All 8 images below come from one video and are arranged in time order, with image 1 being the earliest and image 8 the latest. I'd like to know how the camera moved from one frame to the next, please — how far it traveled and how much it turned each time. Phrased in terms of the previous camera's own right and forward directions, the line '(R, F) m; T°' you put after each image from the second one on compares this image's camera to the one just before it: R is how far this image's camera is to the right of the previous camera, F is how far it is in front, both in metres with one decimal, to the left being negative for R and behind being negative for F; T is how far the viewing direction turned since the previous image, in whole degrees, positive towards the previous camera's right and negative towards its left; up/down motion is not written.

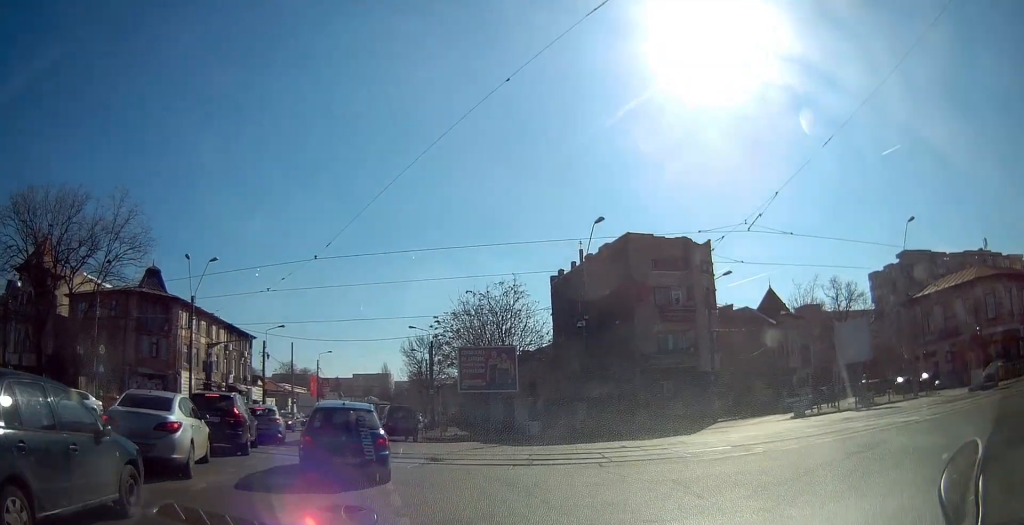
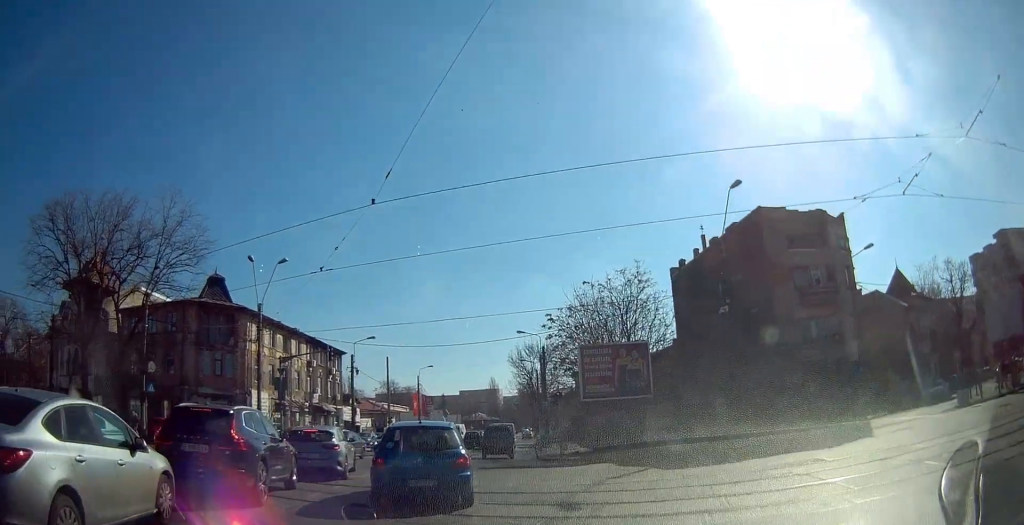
(-0.3, +6.0) m; -8°
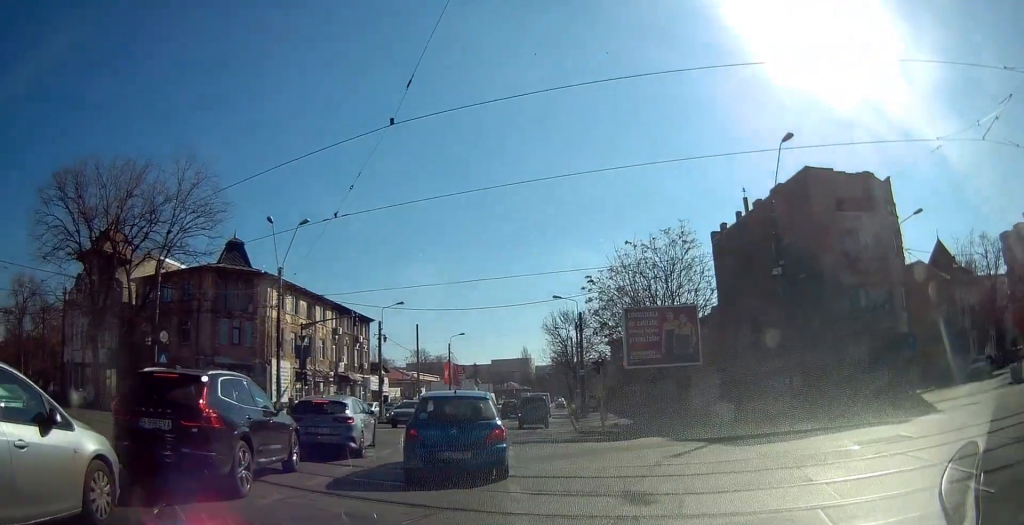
(0.0, +2.2) m; -3°
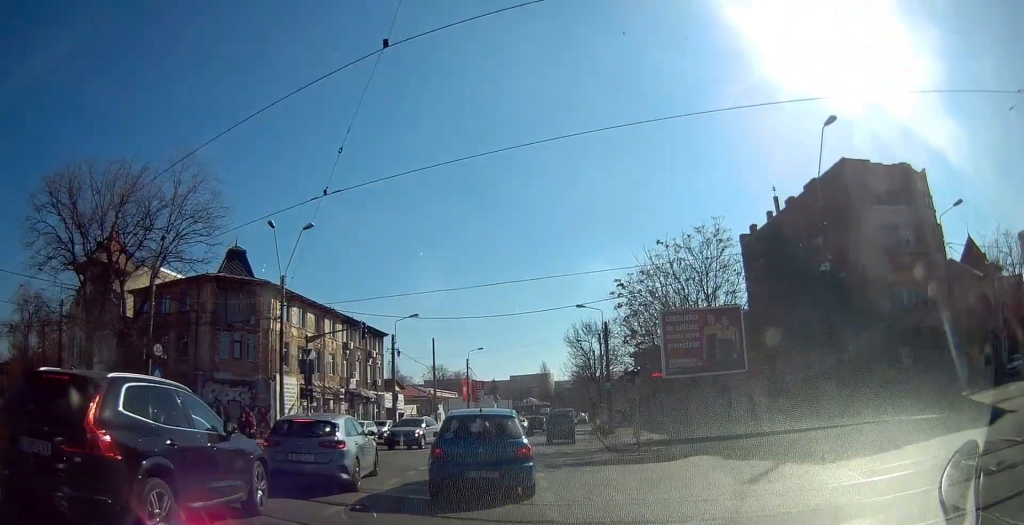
(-0.3, +2.9) m; -2°
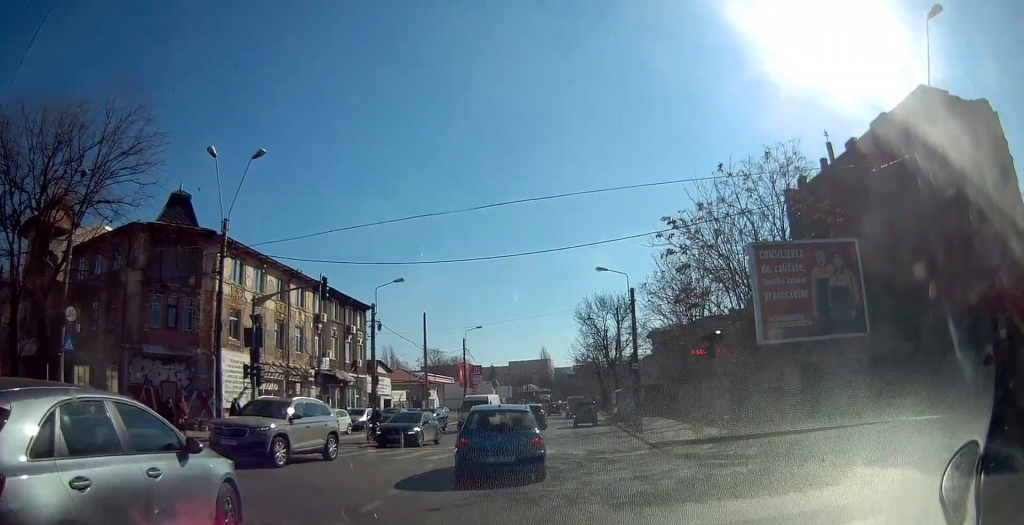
(0.0, +8.7) m; -1°
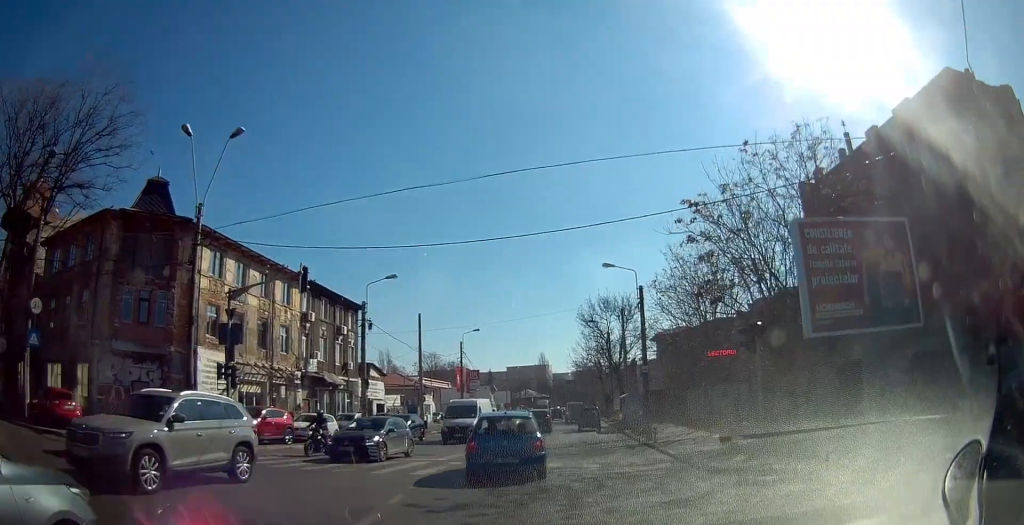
(0.0, +2.6) m; -1°
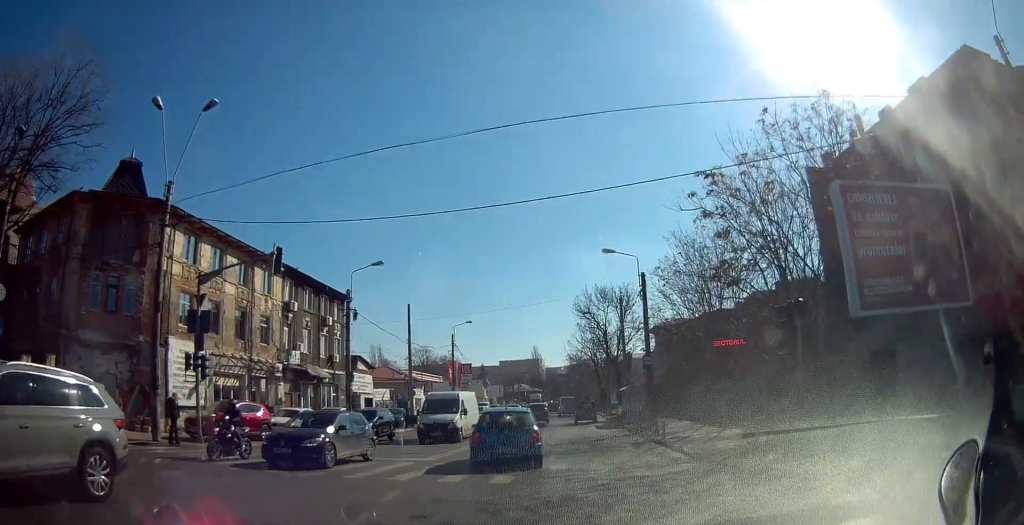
(0.0, +2.2) m; -1°
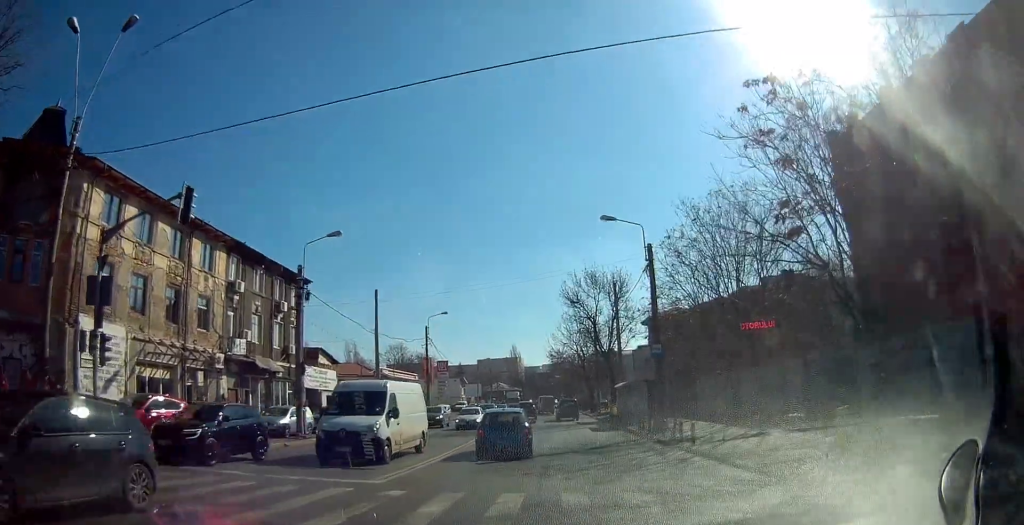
(-0.1, +5.4) m; -1°
